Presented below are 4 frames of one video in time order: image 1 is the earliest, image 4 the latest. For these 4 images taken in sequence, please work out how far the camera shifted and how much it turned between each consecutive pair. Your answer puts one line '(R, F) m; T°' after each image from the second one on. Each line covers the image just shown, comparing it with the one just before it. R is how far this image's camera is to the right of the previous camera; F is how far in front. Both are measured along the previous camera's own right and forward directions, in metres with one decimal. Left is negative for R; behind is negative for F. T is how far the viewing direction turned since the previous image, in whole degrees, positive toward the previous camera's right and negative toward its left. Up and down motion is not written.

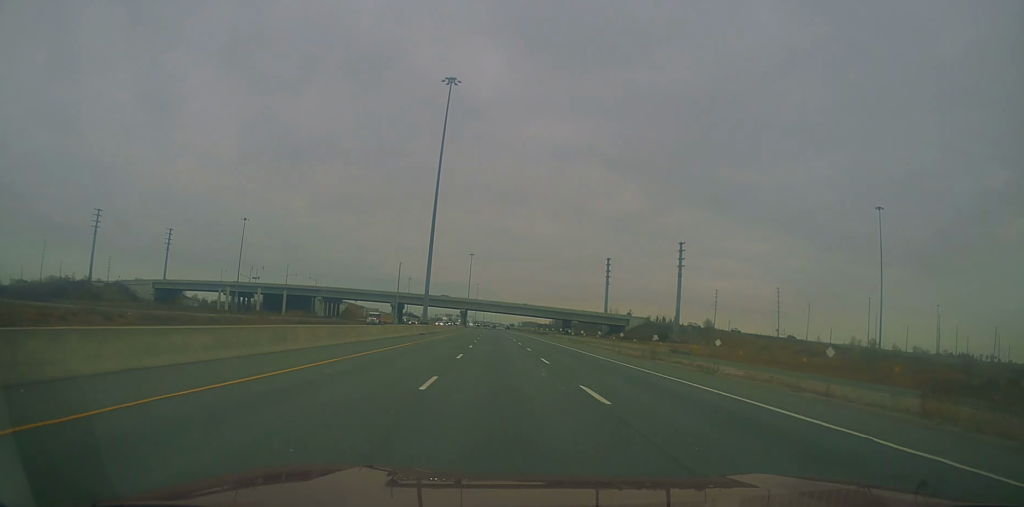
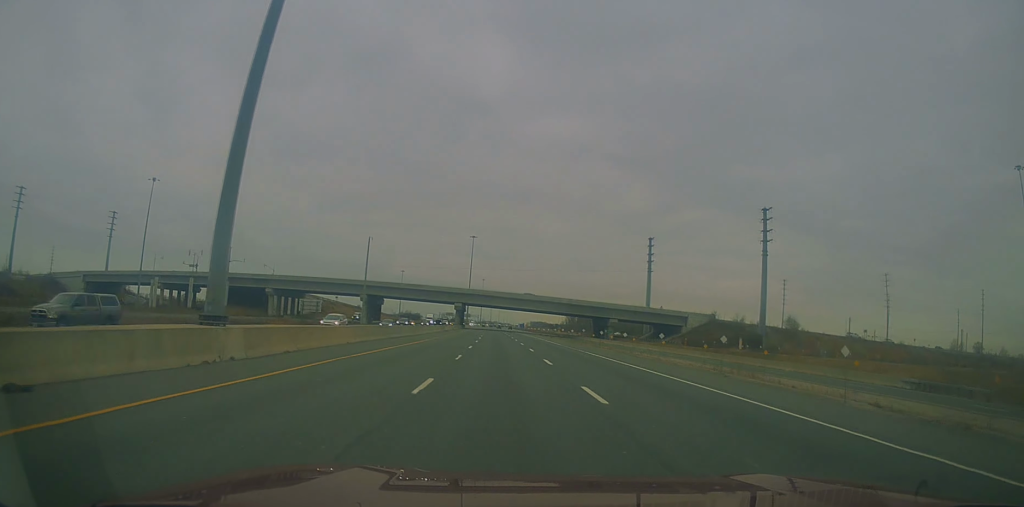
(-0.4, +60.4) m; -1°
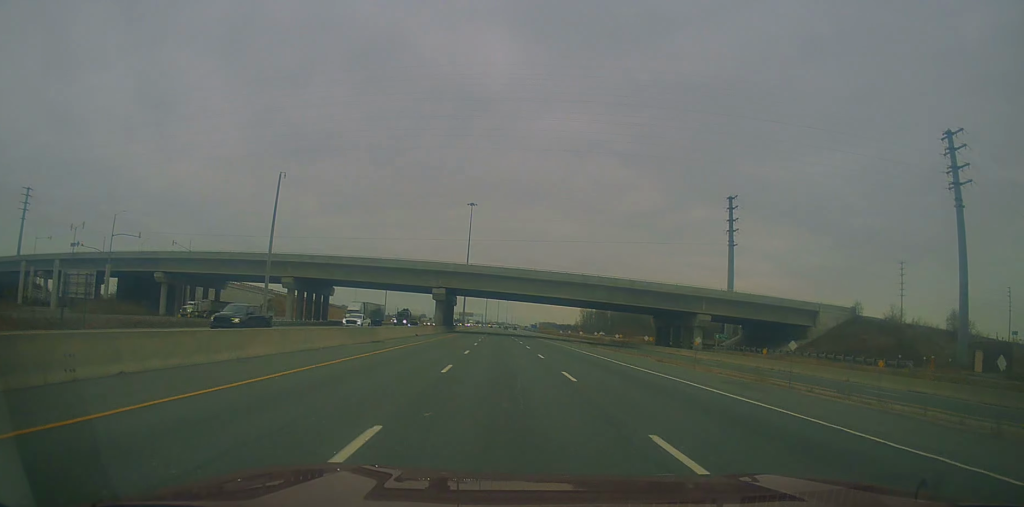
(0.0, +65.8) m; -1°
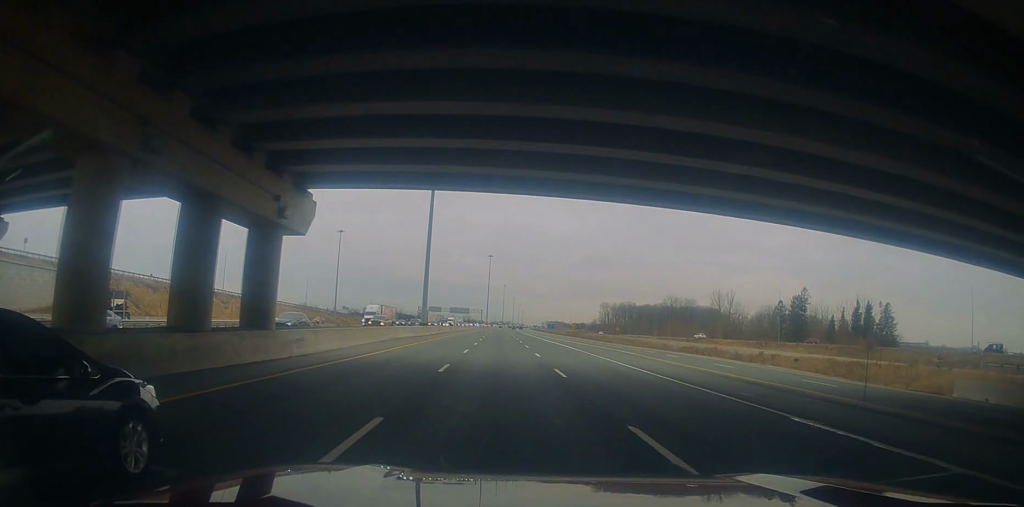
(-0.8, +94.8) m; 0°
